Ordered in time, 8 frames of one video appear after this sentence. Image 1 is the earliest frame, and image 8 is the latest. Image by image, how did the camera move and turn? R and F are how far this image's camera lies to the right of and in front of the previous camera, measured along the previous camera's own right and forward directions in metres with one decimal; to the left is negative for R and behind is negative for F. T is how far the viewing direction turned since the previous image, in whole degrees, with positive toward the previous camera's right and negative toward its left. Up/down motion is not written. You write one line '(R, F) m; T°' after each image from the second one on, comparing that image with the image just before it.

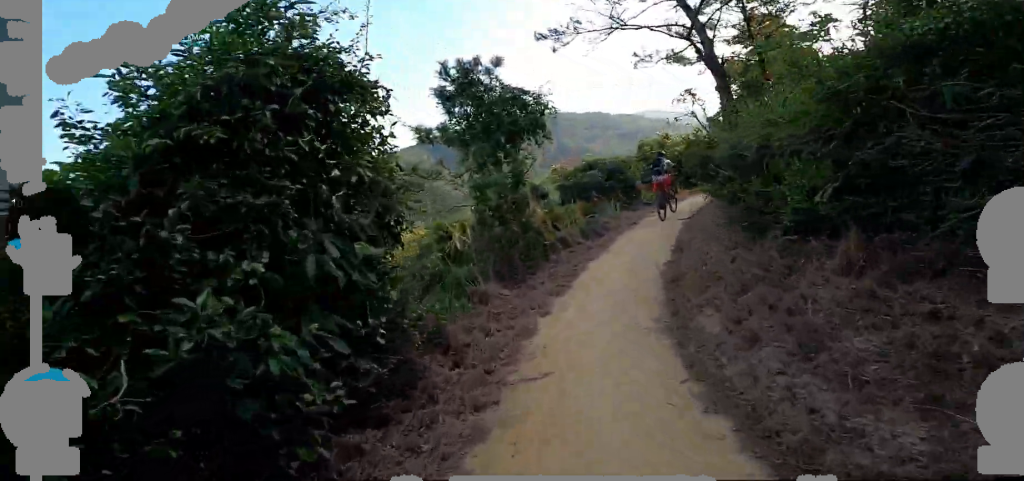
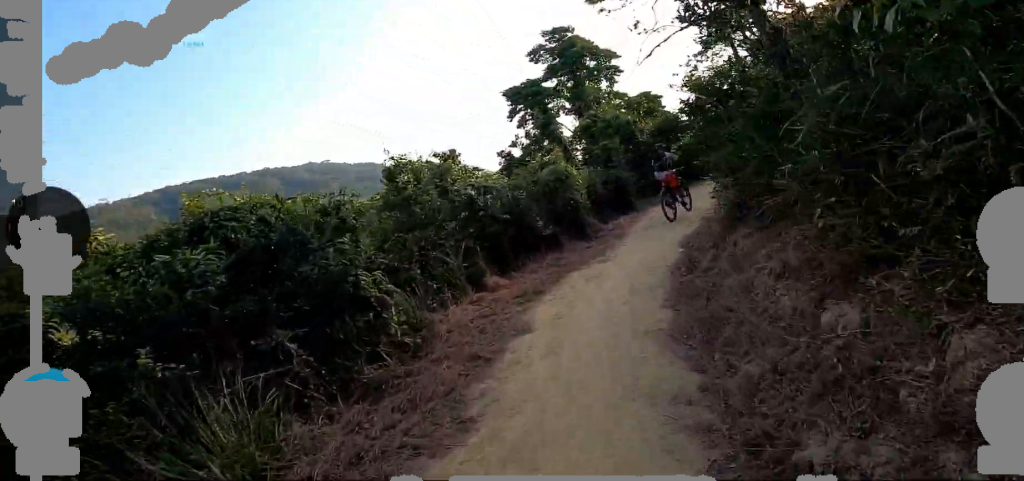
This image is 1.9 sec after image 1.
(+2.5, +7.4) m; +32°
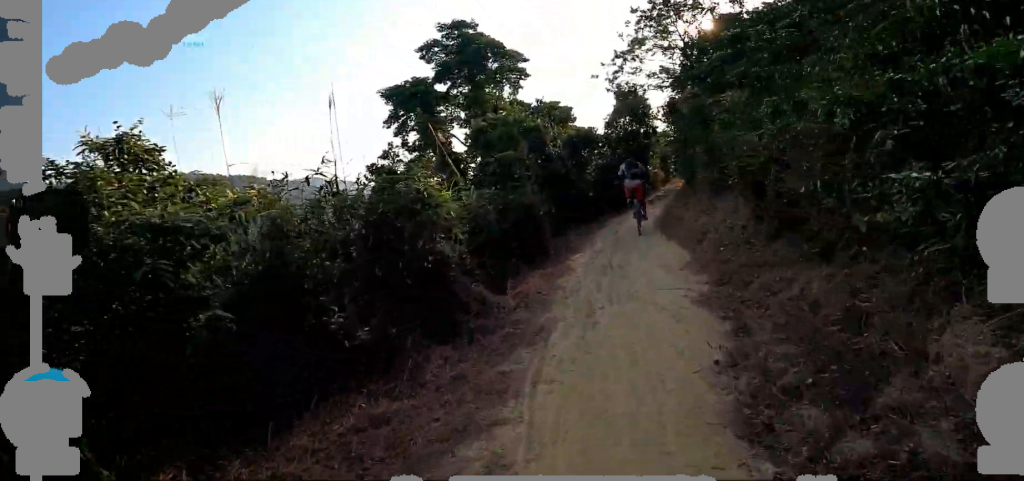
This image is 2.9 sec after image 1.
(+0.5, +4.2) m; +12°
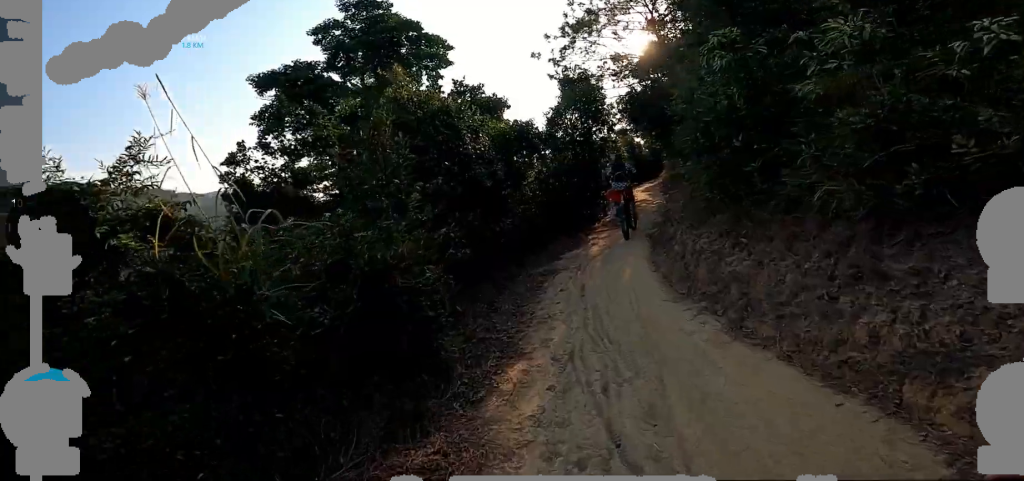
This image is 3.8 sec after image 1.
(+0.4, +4.1) m; 0°
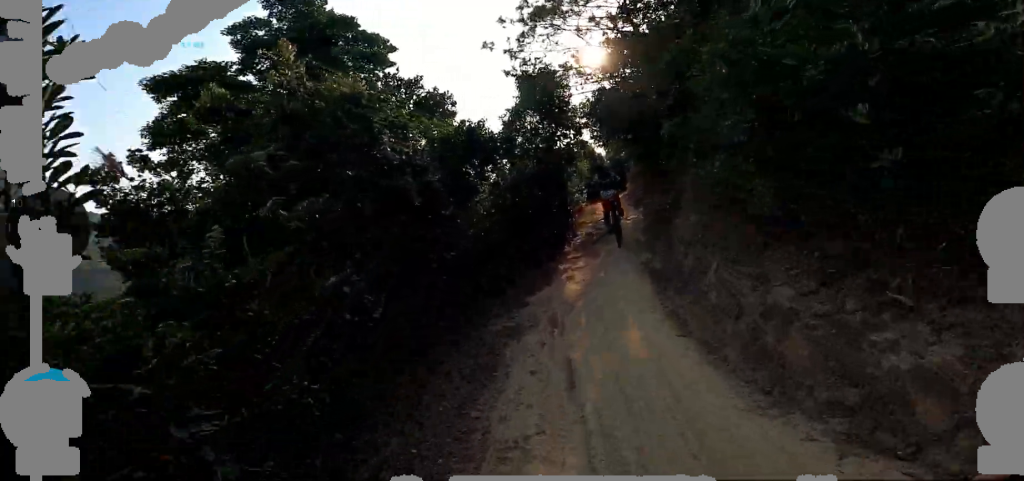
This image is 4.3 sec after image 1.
(+0.2, +1.9) m; -7°
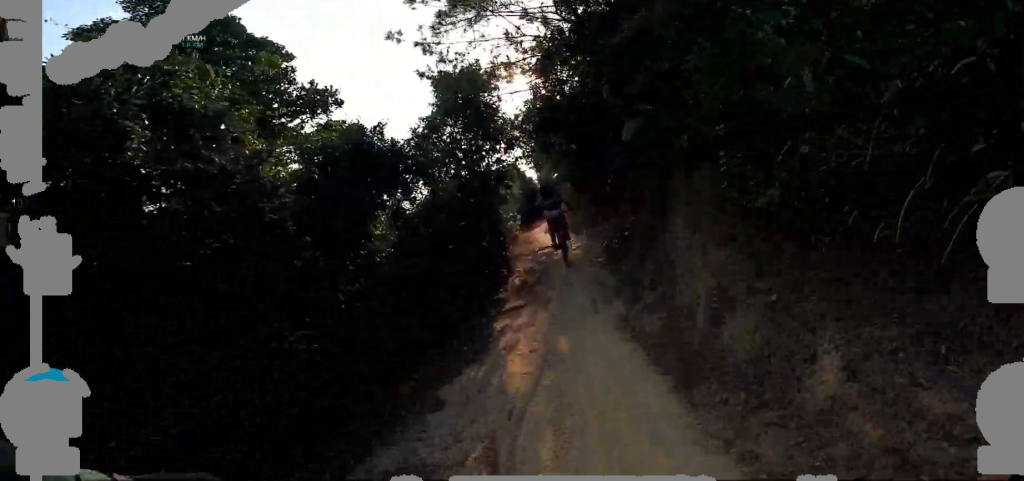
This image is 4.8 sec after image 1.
(-0.2, +1.7) m; +2°
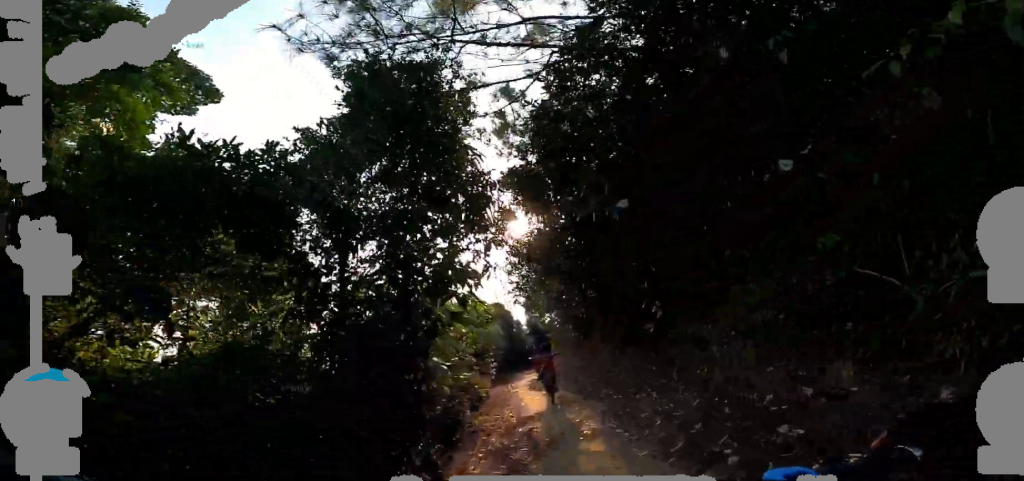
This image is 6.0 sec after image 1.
(+0.3, +3.4) m; +21°
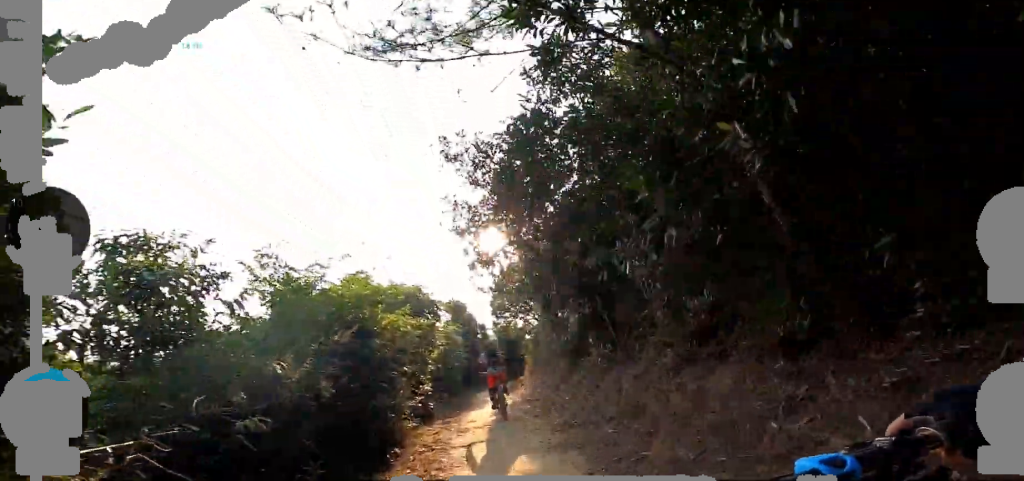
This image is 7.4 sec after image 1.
(+0.3, +4.7) m; -8°
